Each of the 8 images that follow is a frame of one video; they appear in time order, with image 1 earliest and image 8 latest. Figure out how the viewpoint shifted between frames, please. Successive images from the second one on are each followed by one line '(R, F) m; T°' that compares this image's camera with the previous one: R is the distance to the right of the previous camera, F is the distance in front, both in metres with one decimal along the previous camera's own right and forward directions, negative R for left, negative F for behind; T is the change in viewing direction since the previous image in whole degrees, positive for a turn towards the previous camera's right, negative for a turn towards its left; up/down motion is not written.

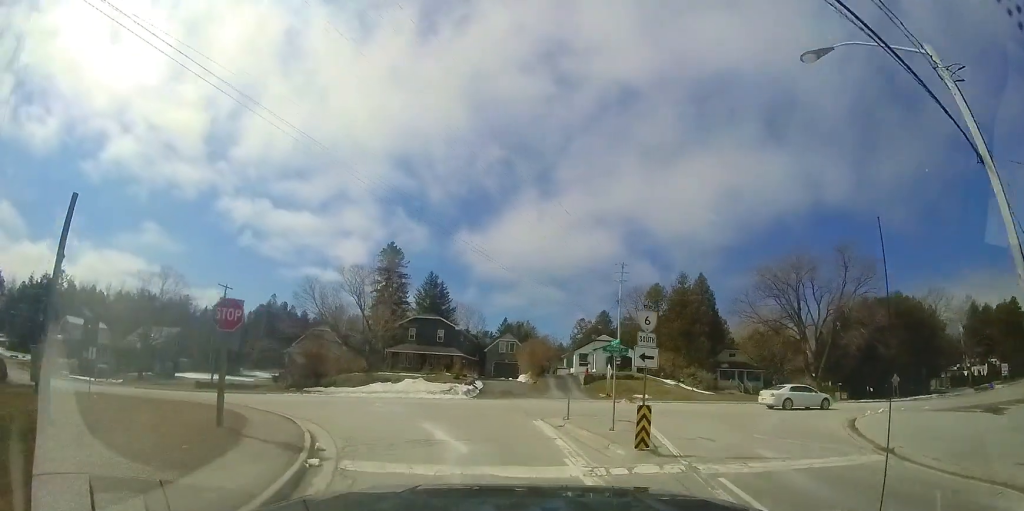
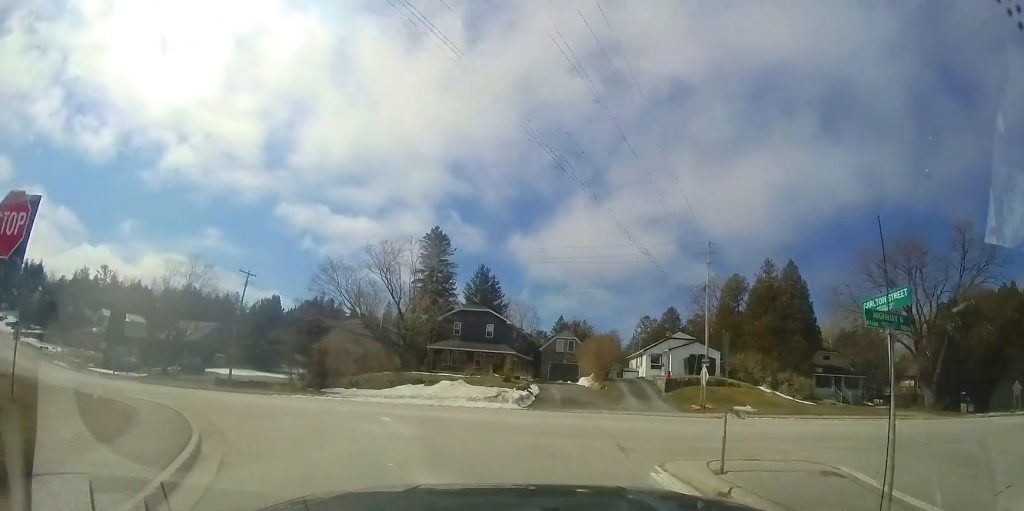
(-0.1, +7.6) m; -9°
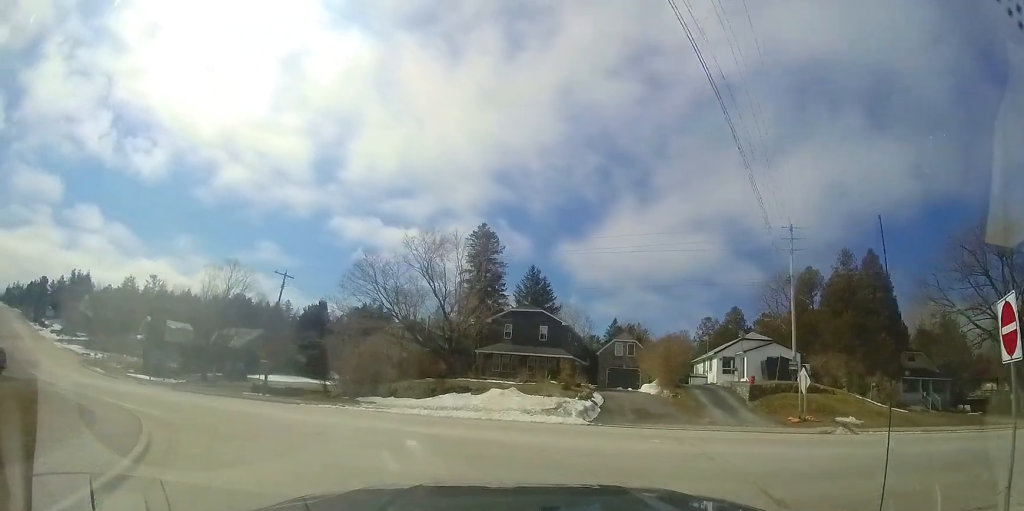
(-0.7, +4.5) m; -13°
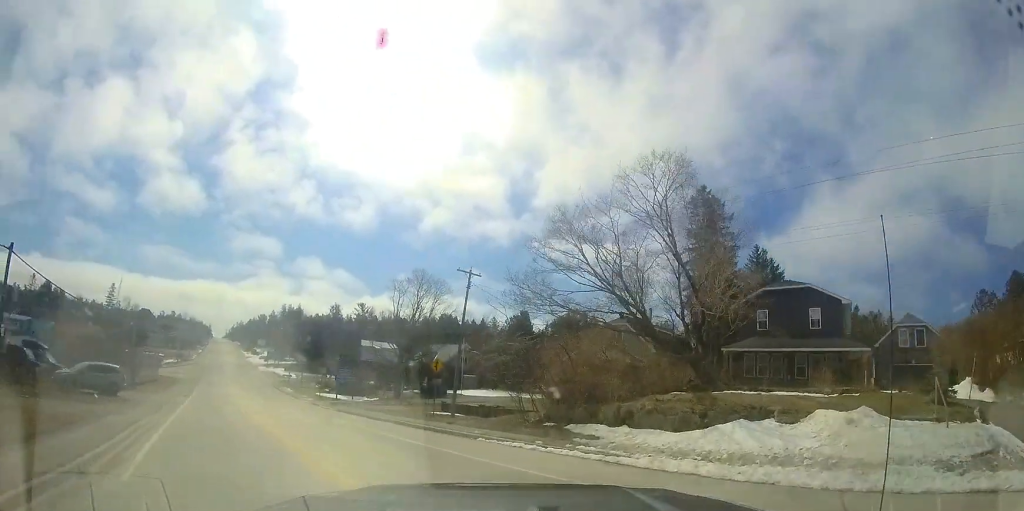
(-3.0, +9.0) m; -37°
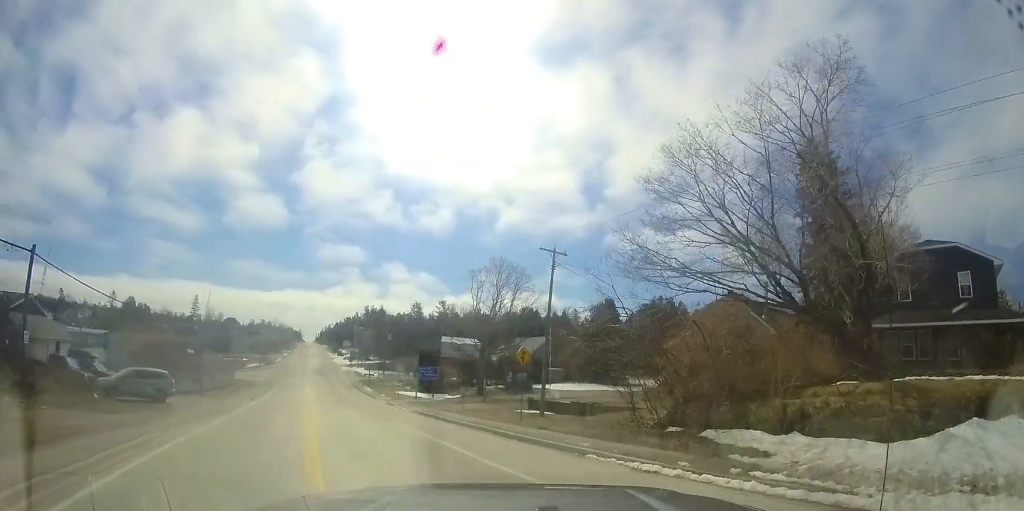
(-0.3, +3.2) m; -11°
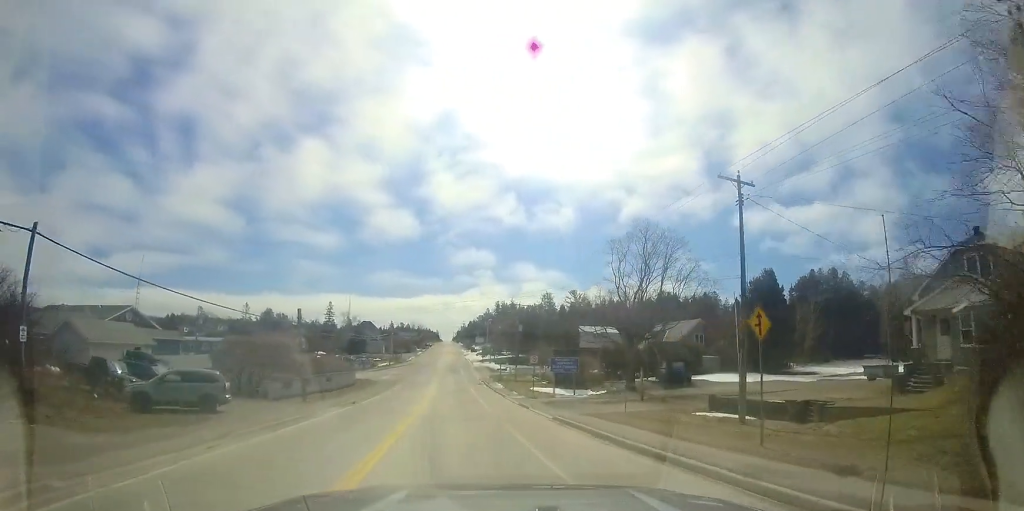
(-0.9, +6.0) m; -14°
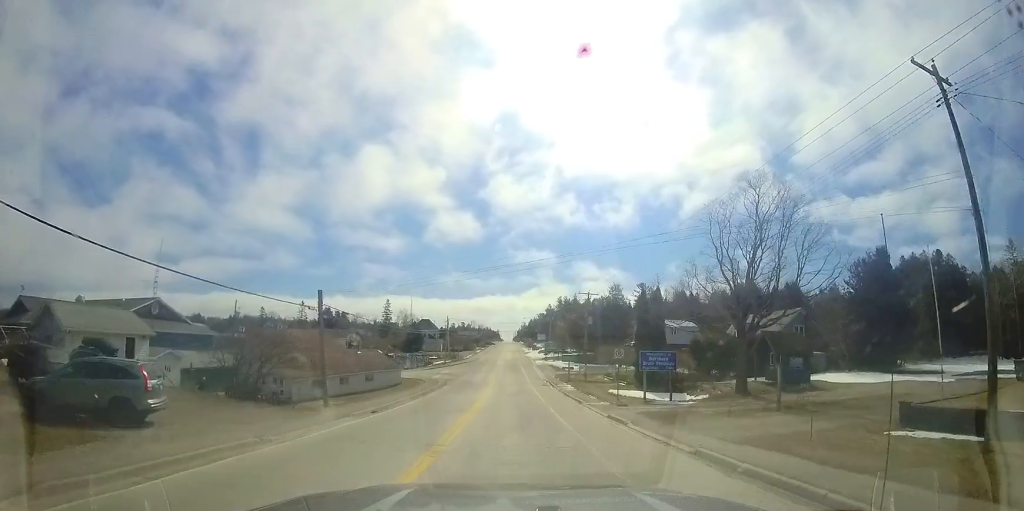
(-0.4, +5.7) m; -6°
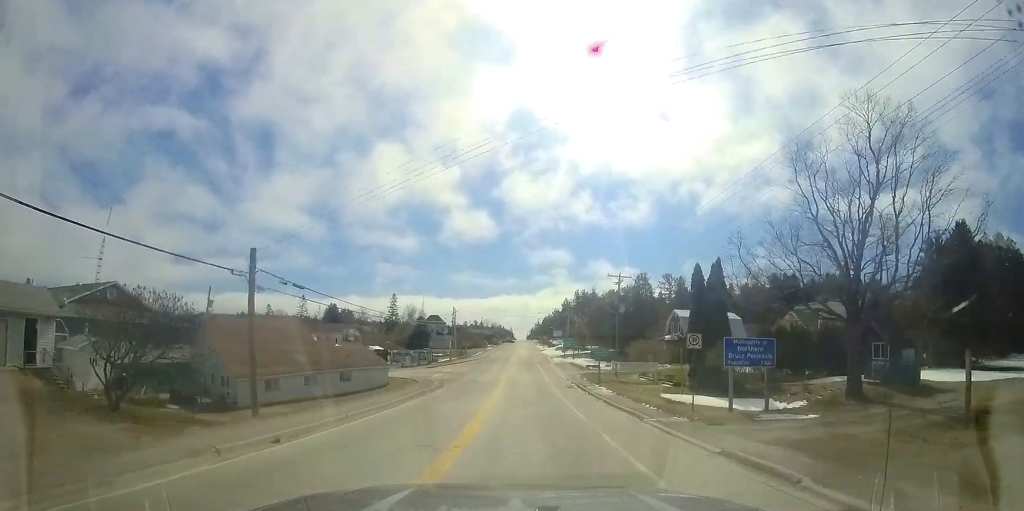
(-0.1, +6.5) m; -1°
